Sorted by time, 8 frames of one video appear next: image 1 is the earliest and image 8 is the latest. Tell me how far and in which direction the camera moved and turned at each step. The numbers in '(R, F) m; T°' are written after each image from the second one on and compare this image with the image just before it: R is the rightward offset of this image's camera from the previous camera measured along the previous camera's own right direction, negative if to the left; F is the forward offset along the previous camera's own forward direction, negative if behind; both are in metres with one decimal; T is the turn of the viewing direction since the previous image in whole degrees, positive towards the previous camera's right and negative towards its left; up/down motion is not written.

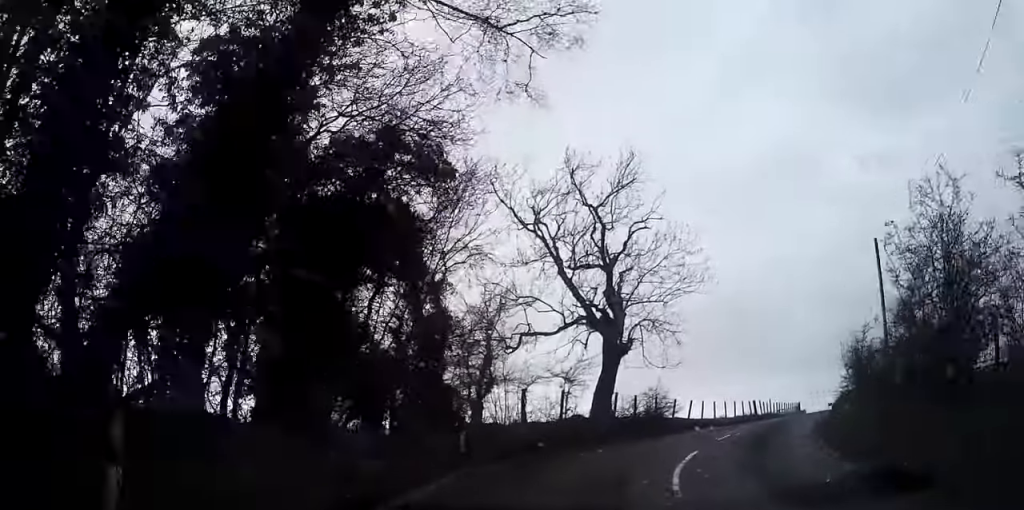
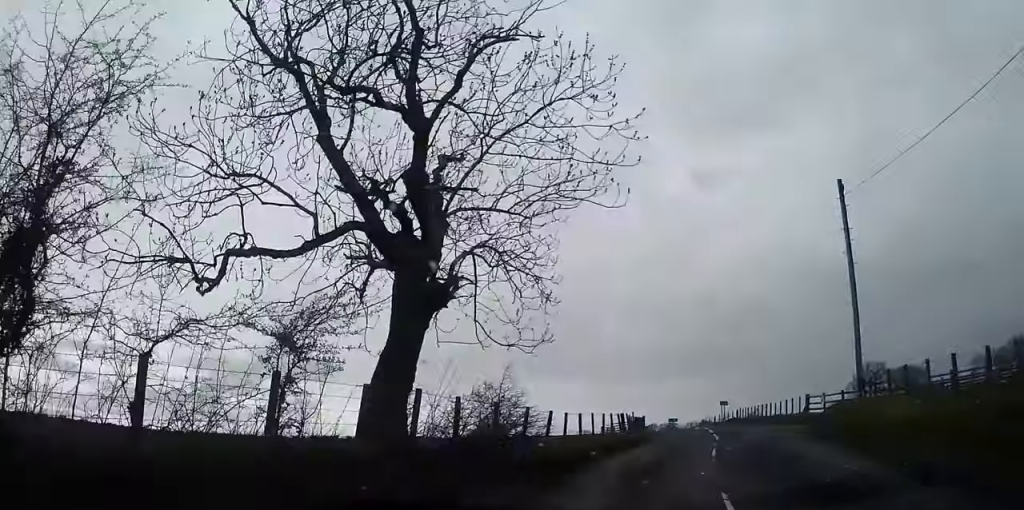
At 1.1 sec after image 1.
(+1.7, +13.4) m; +14°
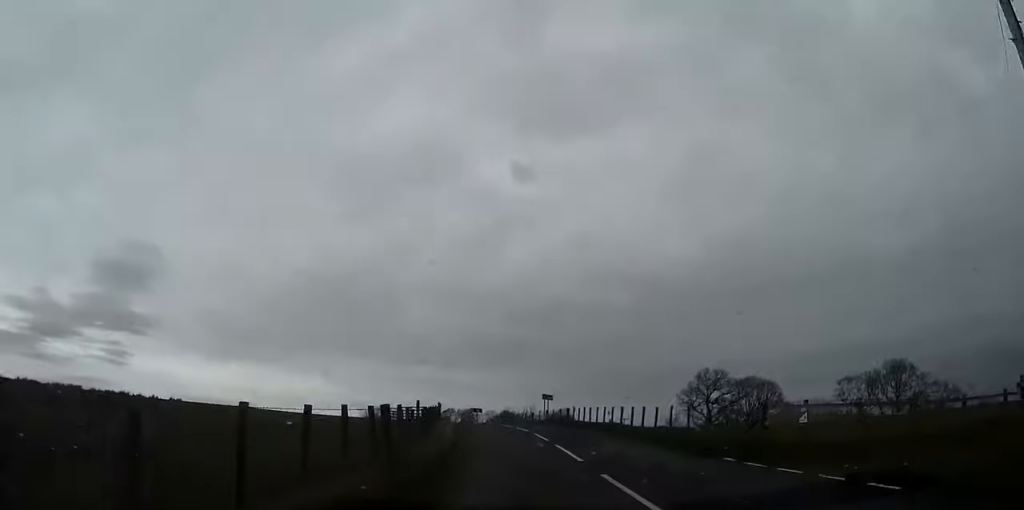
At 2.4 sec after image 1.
(+2.6, +17.1) m; +12°
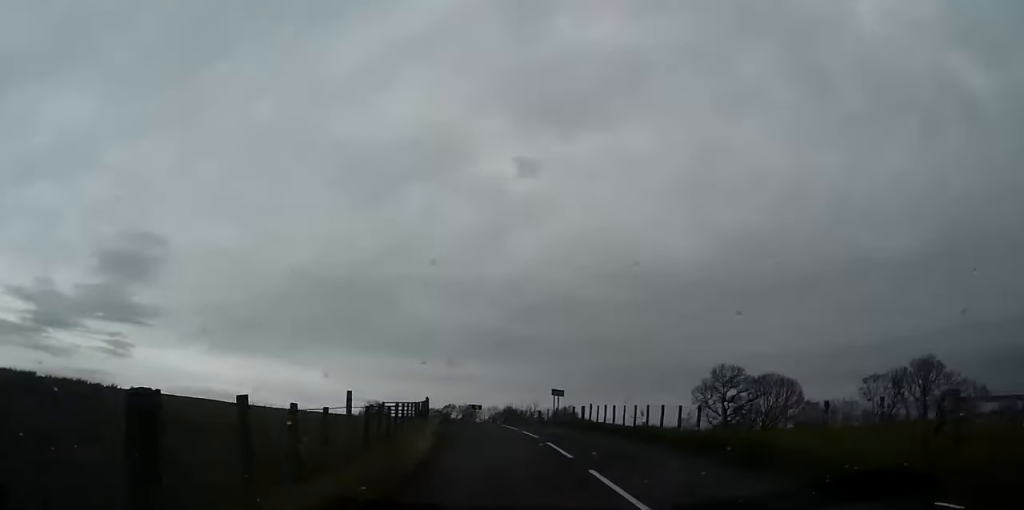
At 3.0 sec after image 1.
(+0.4, +8.7) m; +2°
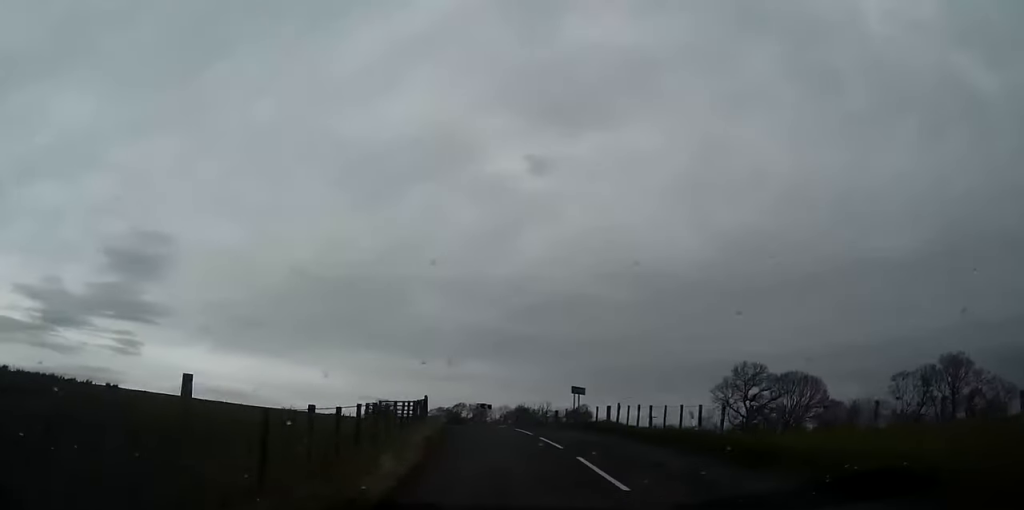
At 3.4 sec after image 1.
(0.0, +6.2) m; 0°
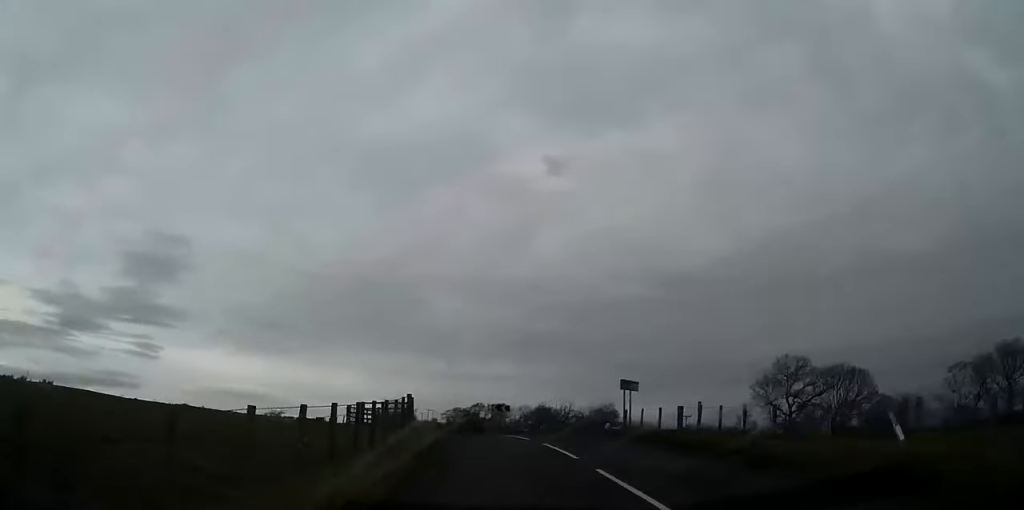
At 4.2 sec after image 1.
(-0.1, +11.5) m; -1°
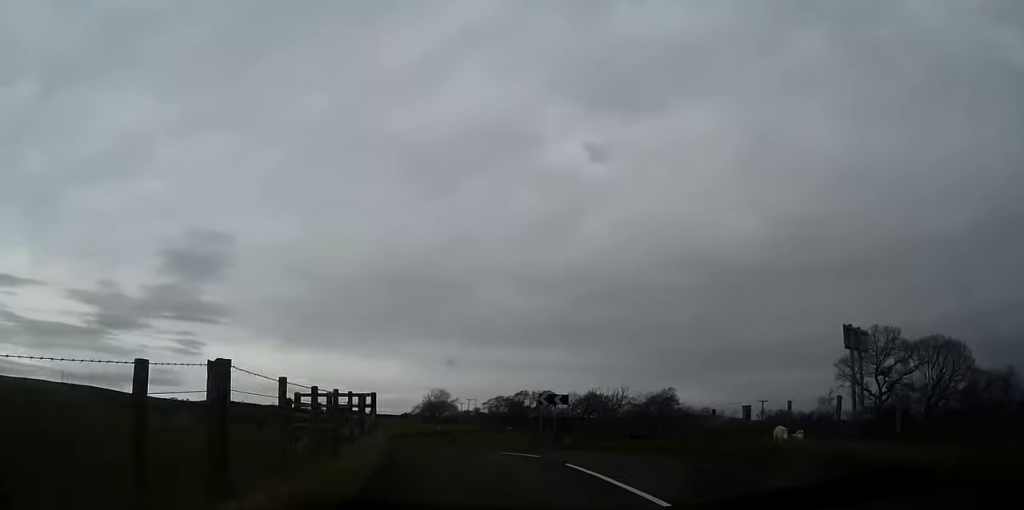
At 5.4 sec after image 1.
(-0.4, +17.0) m; -7°
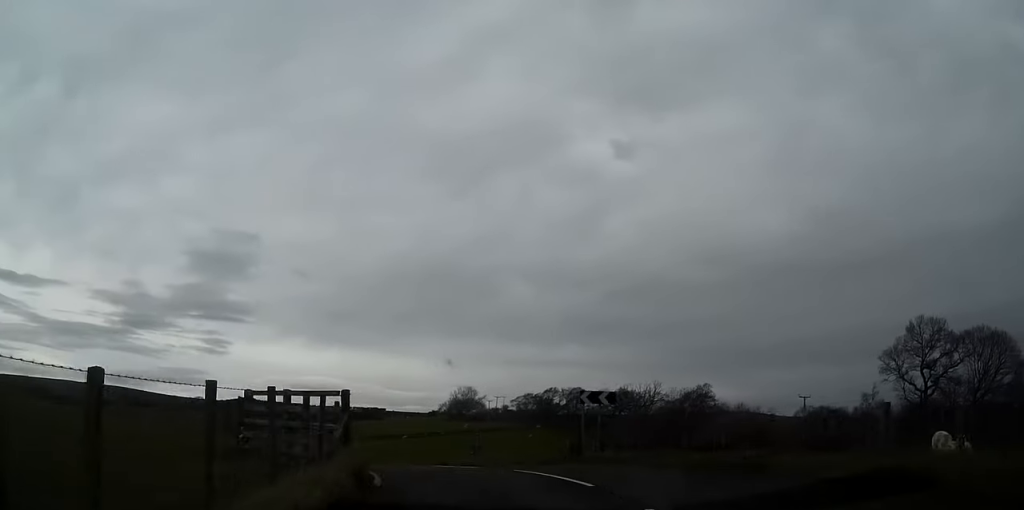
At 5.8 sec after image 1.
(+0.2, +5.8) m; -4°
